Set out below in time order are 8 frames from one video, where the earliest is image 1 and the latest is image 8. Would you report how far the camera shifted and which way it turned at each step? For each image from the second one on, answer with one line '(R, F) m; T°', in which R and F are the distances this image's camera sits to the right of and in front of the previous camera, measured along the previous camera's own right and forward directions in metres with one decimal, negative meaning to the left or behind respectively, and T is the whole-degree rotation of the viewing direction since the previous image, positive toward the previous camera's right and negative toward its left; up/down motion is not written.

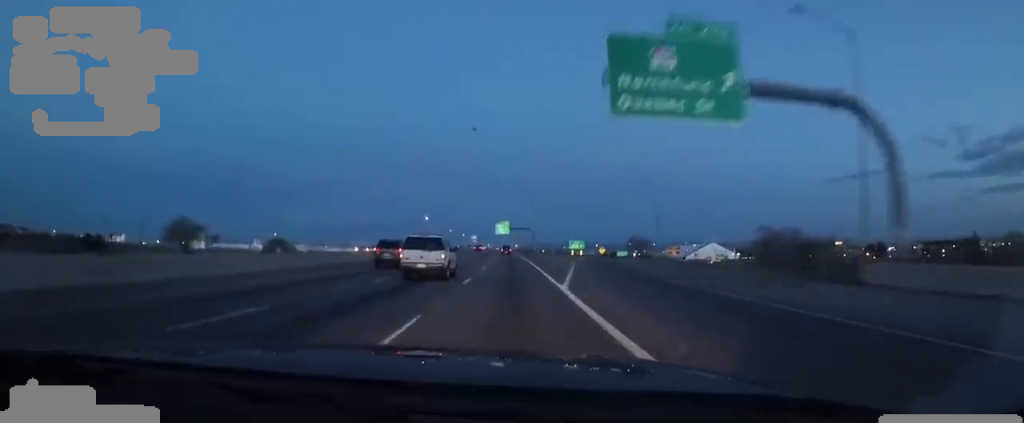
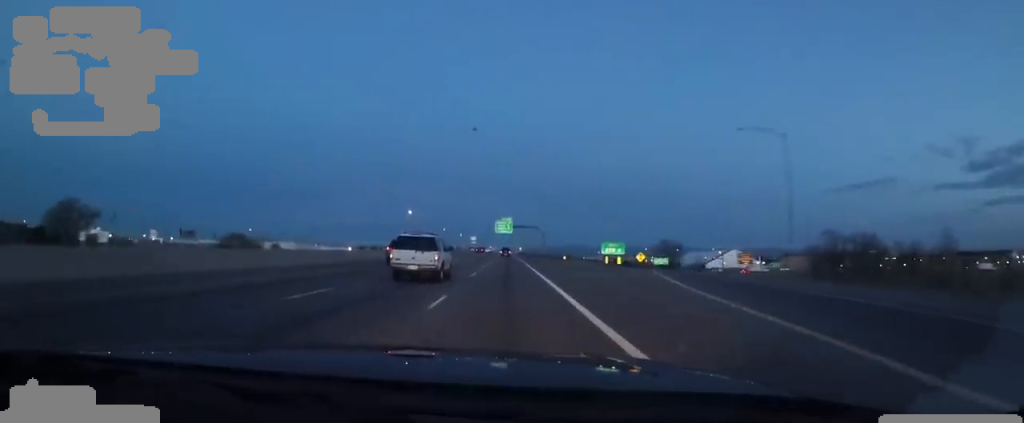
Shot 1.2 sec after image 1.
(0.0, +31.8) m; 0°
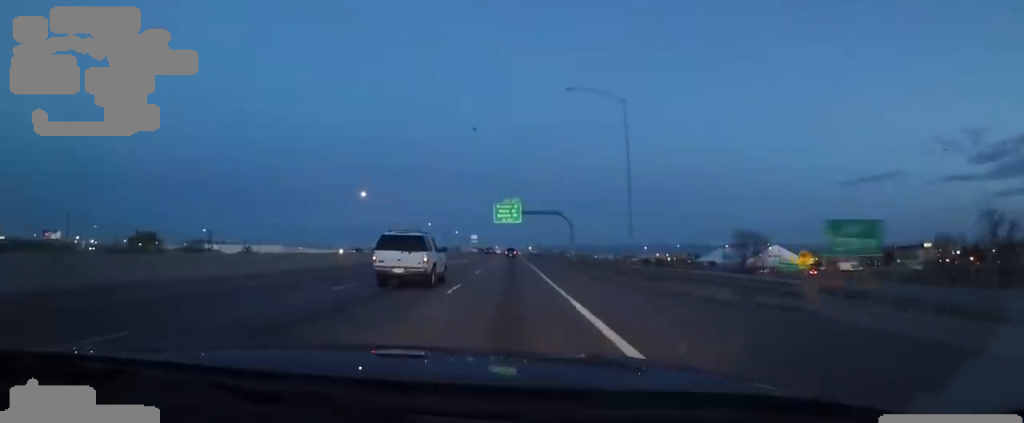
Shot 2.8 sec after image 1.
(-1.4, +45.7) m; -3°
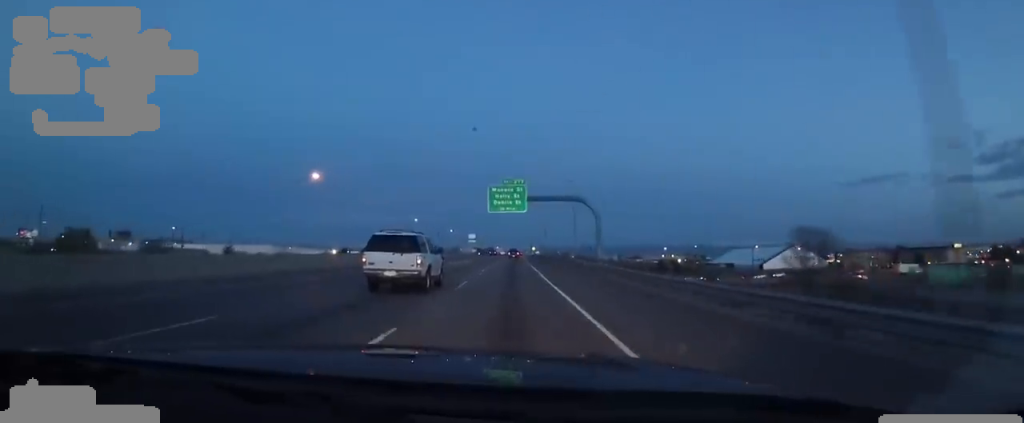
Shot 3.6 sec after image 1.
(-0.5, +22.1) m; +1°
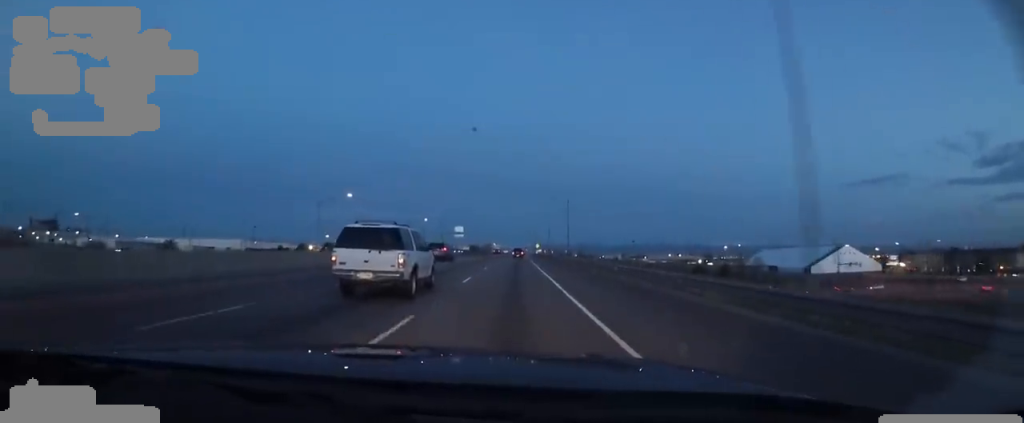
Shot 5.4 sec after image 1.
(+2.0, +48.0) m; -1°
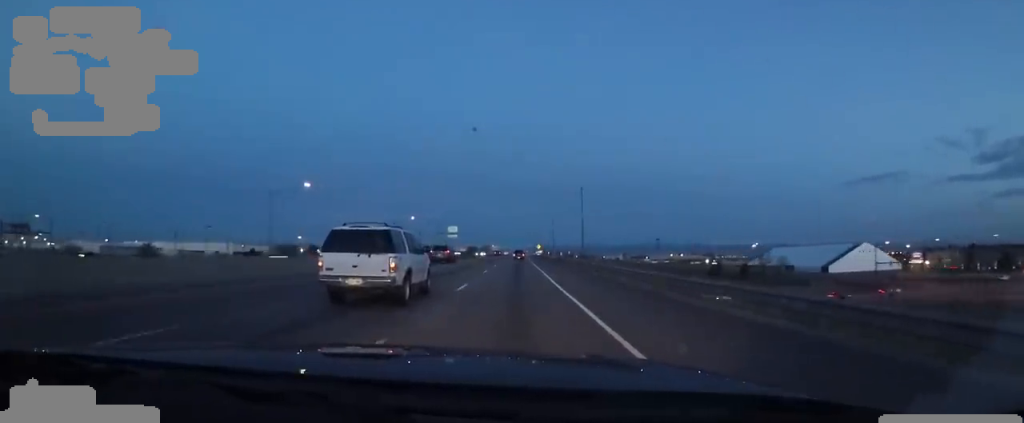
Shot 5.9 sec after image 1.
(-0.8, +14.5) m; 0°
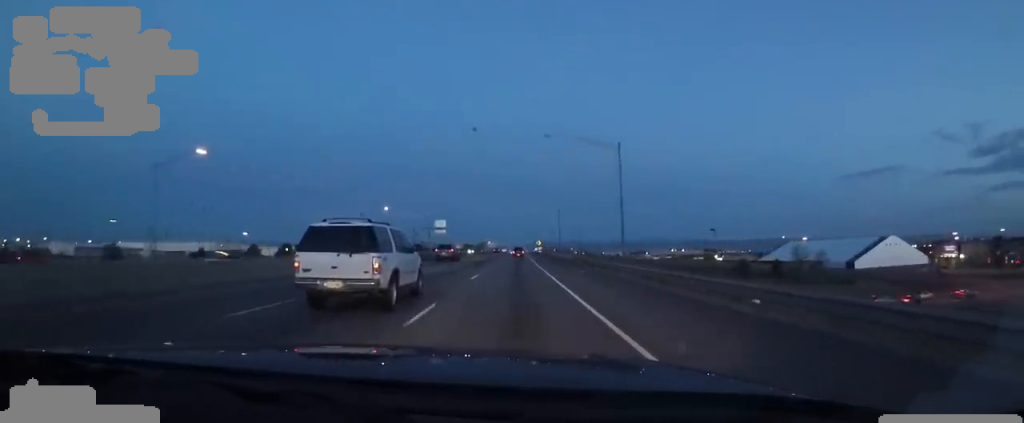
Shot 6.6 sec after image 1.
(-0.4, +19.8) m; +1°
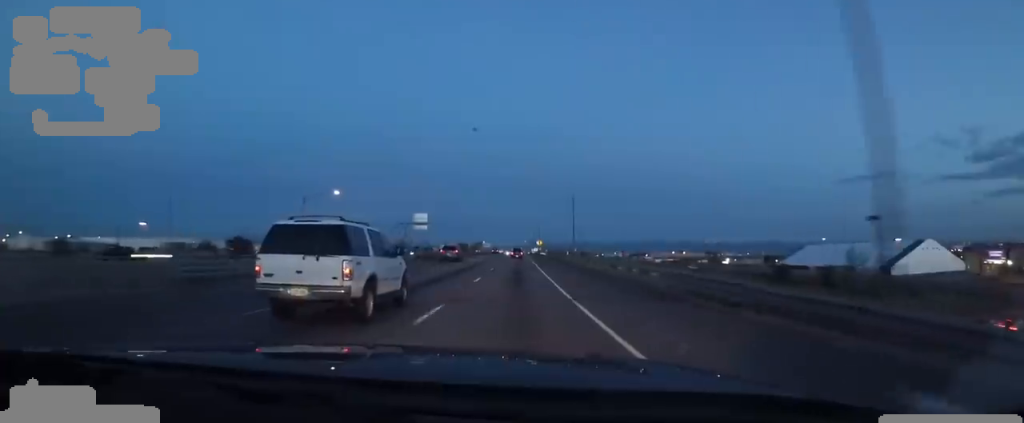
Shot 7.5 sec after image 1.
(+1.0, +23.3) m; +2°
